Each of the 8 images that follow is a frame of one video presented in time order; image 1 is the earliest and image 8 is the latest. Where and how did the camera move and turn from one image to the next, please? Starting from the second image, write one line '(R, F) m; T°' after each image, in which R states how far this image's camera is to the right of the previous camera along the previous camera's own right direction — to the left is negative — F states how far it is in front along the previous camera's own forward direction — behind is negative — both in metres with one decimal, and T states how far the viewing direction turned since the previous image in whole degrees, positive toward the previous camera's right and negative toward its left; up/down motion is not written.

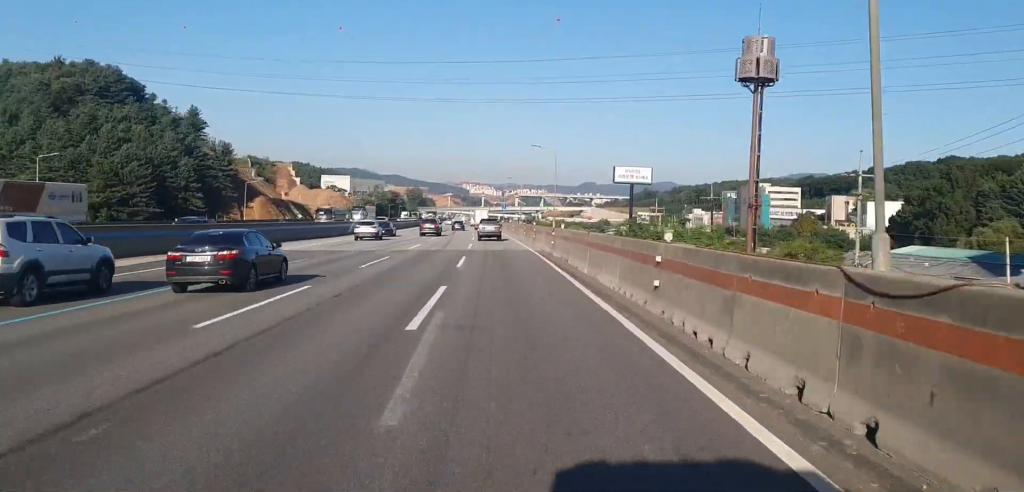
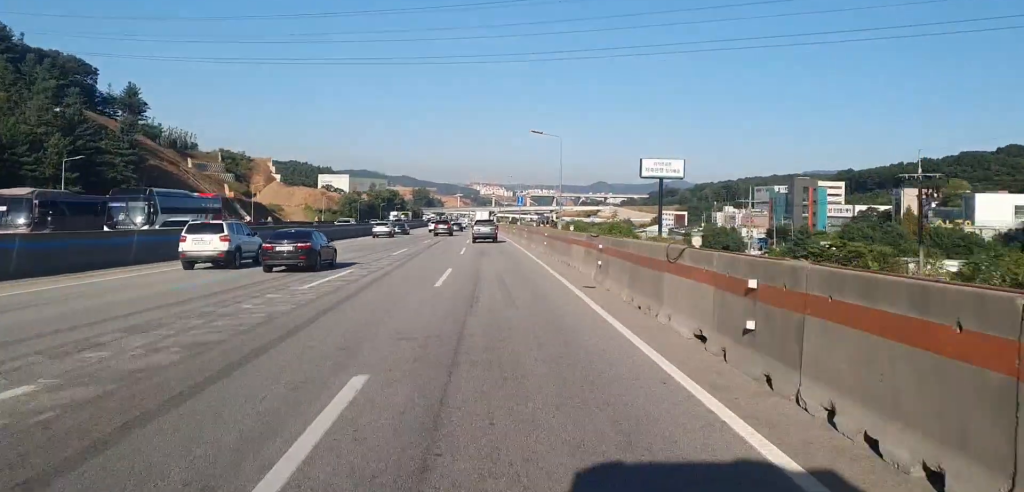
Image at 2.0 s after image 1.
(0.0, +45.3) m; 0°
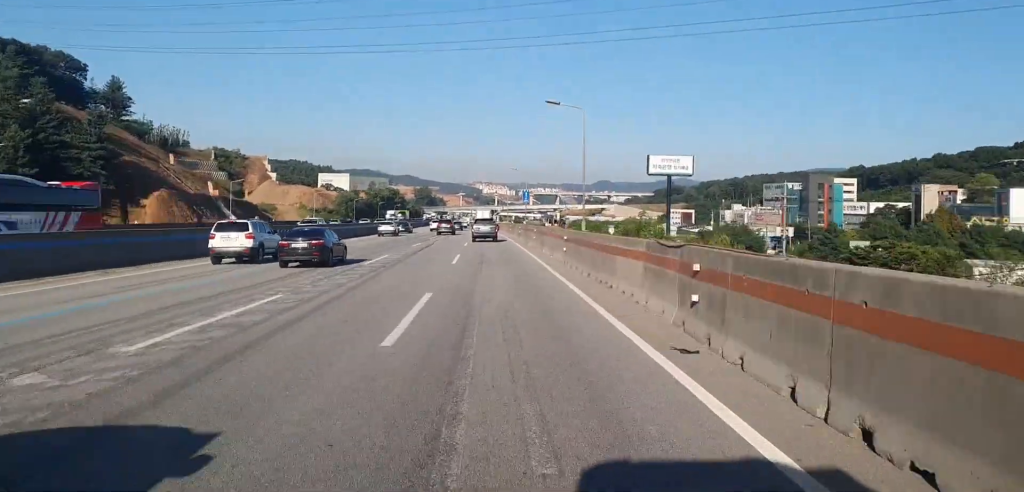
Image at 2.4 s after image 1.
(-0.1, +9.8) m; 0°
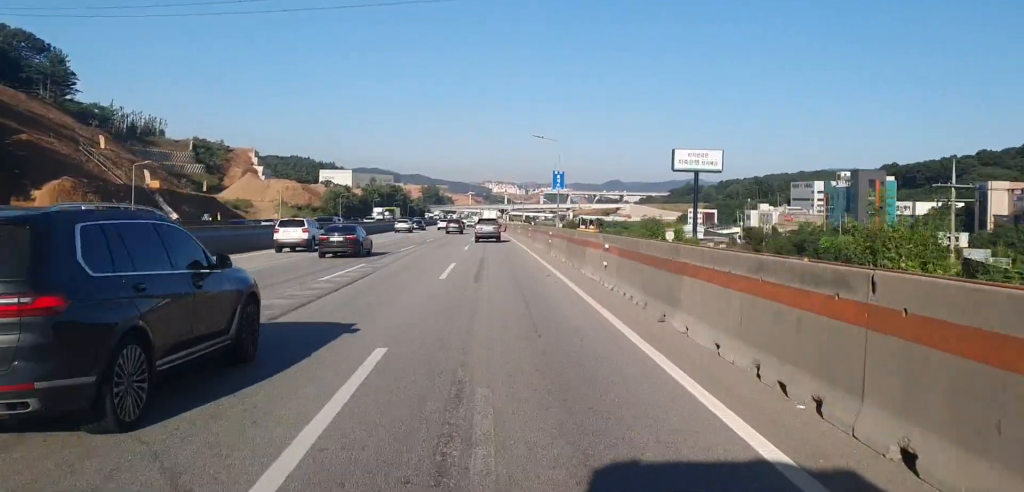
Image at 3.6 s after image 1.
(+0.3, +27.0) m; -1°
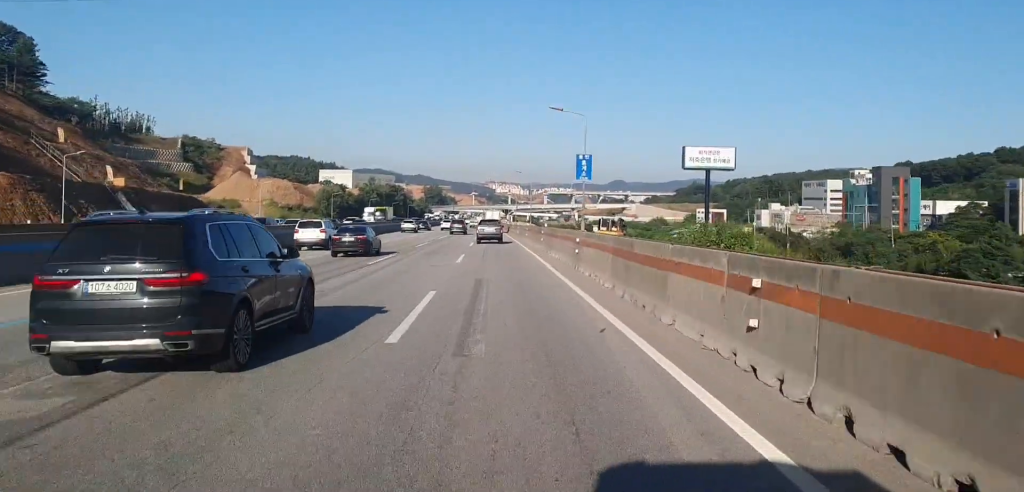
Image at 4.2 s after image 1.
(-0.2, +11.1) m; -1°
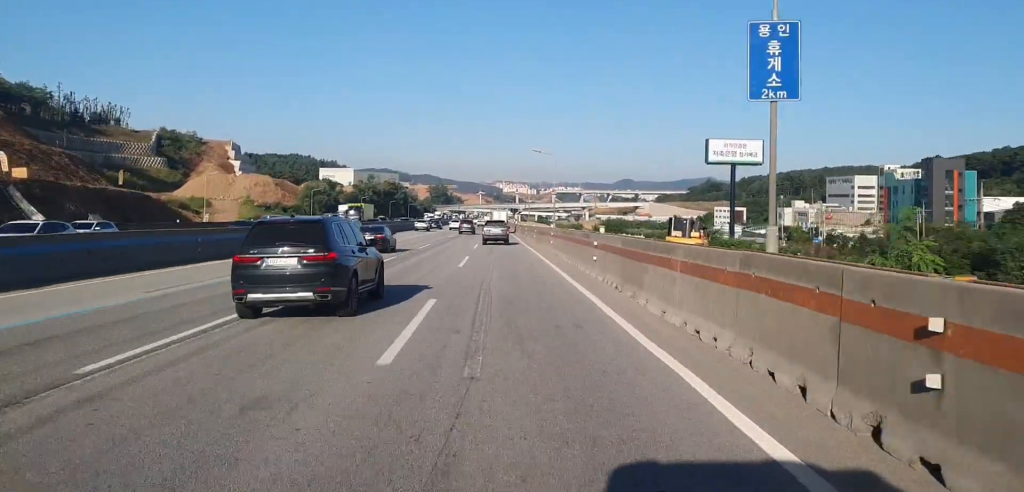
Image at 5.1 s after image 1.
(-0.1, +20.8) m; 0°
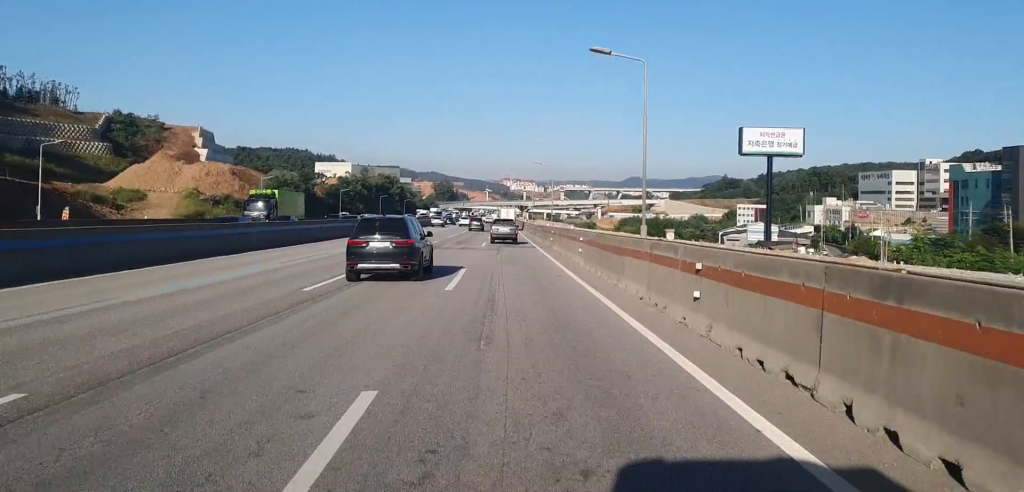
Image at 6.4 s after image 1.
(0.0, +29.6) m; 0°
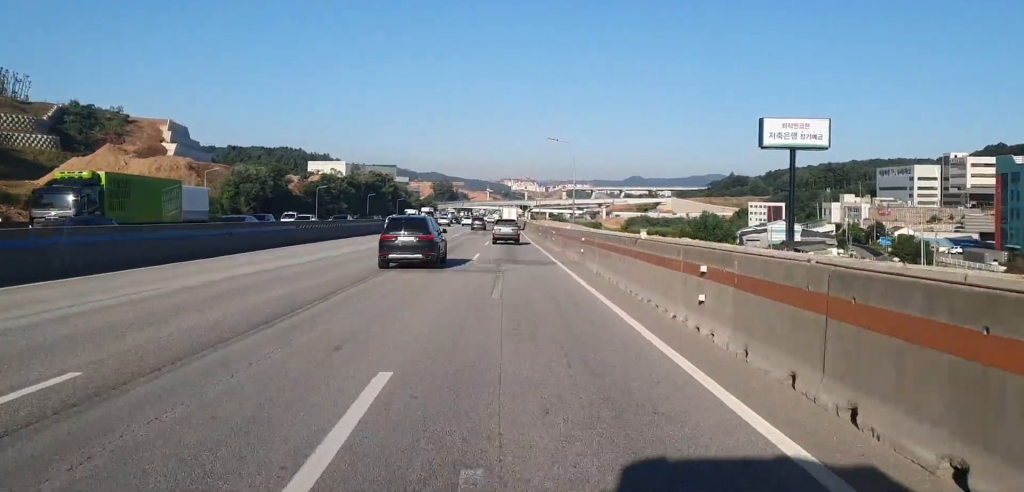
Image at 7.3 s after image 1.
(0.0, +18.5) m; 0°
